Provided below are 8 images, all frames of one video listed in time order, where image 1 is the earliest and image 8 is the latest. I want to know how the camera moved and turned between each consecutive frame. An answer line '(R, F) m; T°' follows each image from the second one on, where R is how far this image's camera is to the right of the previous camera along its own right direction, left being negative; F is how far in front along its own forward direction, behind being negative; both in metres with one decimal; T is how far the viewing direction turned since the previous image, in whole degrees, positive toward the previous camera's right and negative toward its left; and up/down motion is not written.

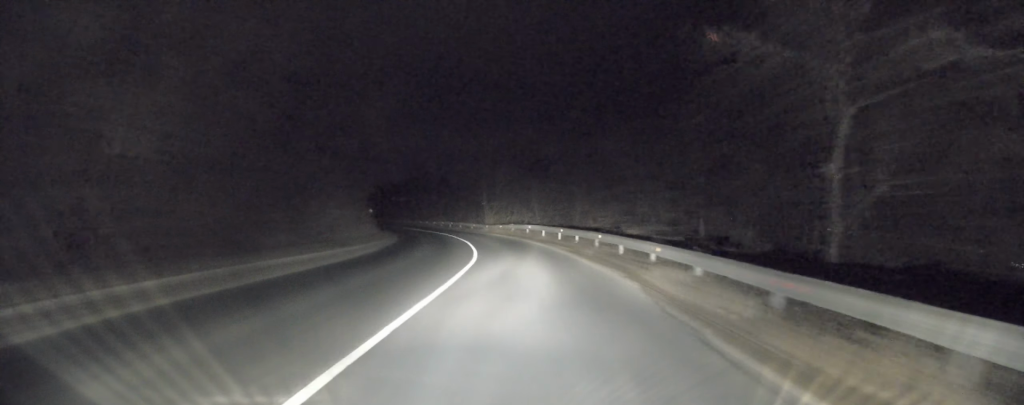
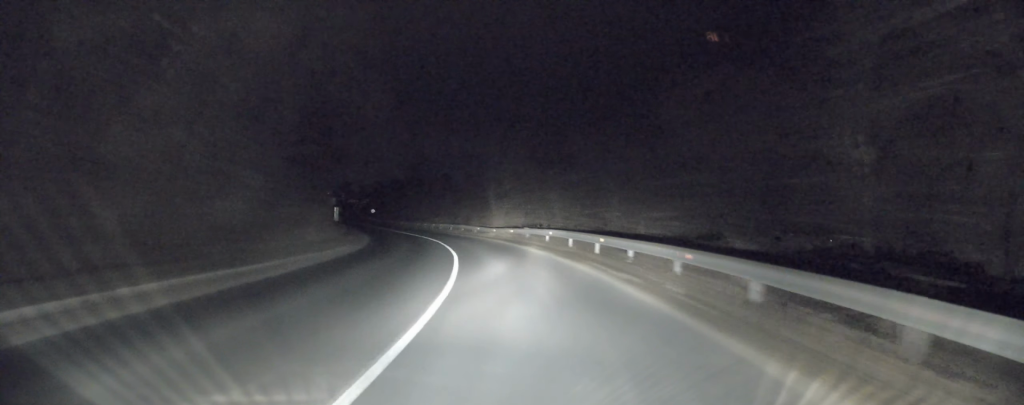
(-0.1, +11.0) m; -1°
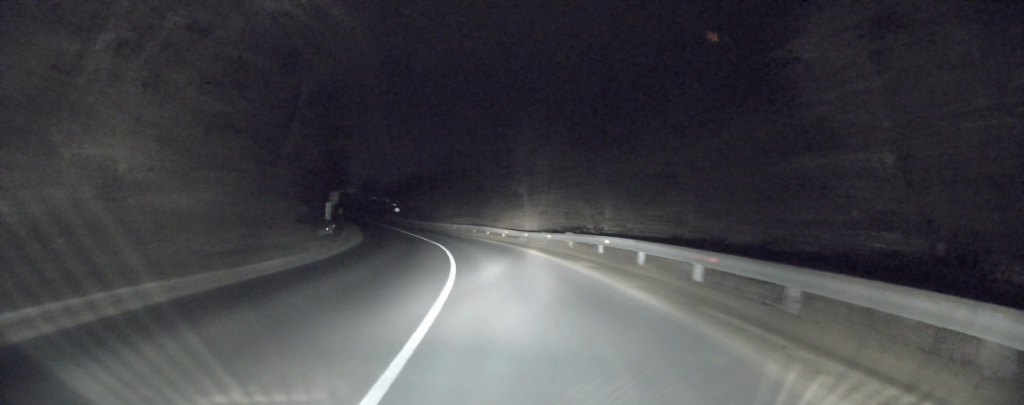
(+0.1, +9.0) m; -1°
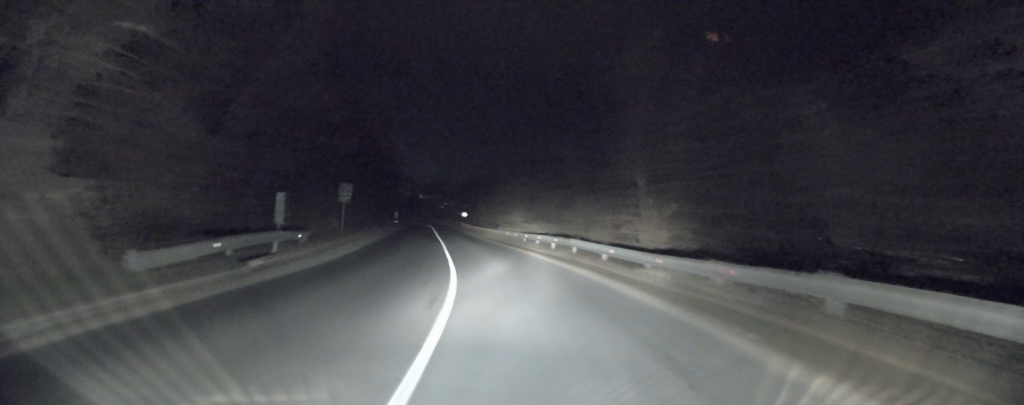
(-0.7, +16.5) m; -6°
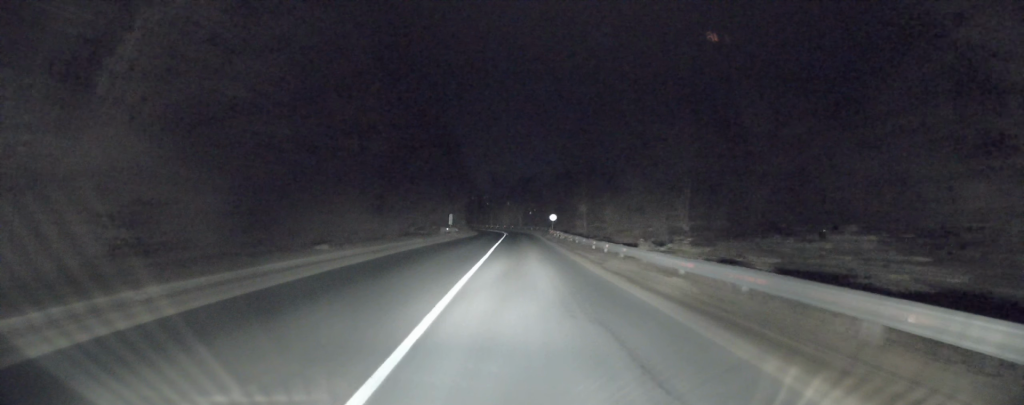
(-2.2, +28.7) m; -9°
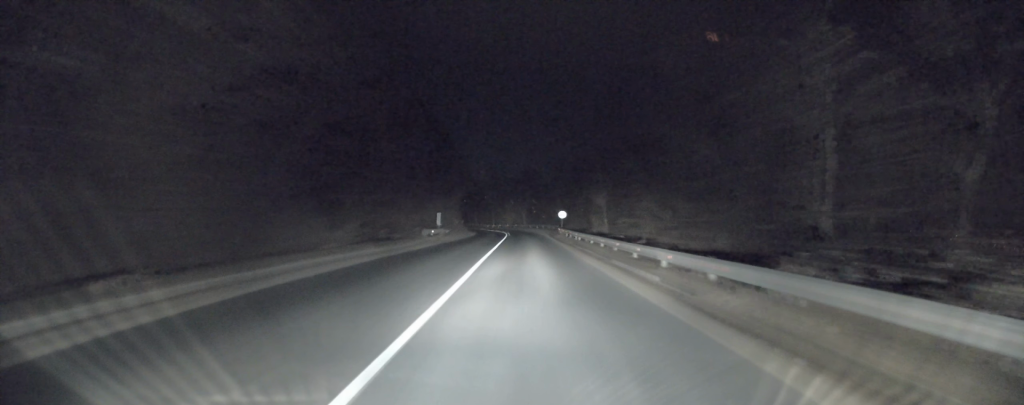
(-0.6, +10.4) m; -2°
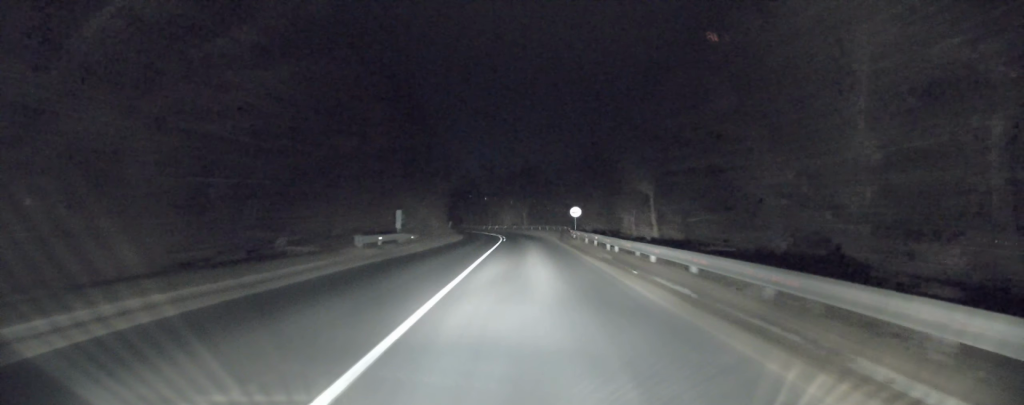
(-0.2, +15.4) m; 0°
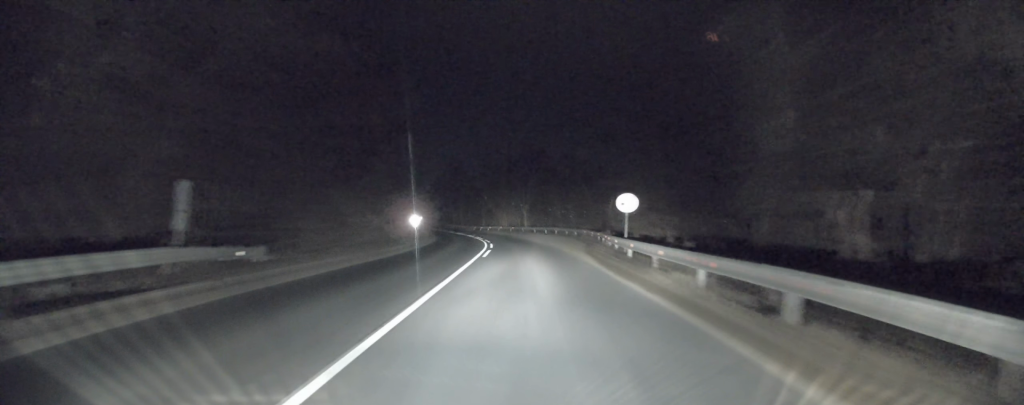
(+0.2, +21.5) m; 0°
